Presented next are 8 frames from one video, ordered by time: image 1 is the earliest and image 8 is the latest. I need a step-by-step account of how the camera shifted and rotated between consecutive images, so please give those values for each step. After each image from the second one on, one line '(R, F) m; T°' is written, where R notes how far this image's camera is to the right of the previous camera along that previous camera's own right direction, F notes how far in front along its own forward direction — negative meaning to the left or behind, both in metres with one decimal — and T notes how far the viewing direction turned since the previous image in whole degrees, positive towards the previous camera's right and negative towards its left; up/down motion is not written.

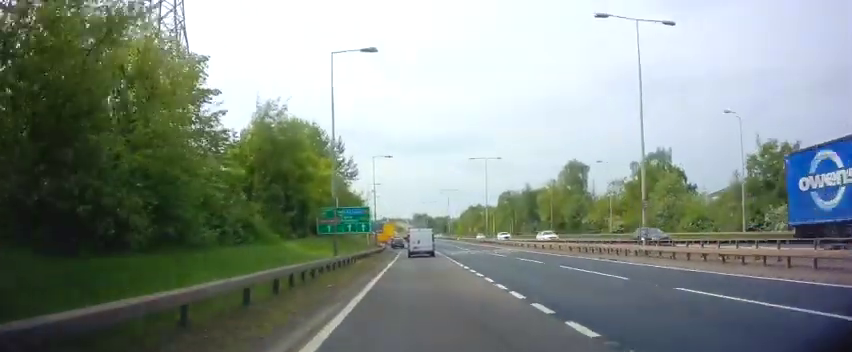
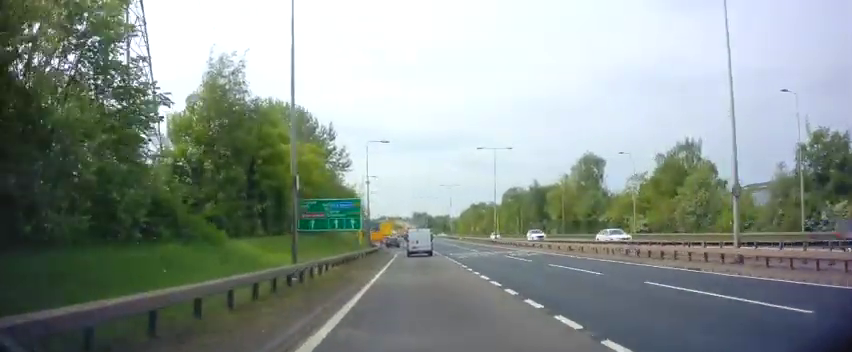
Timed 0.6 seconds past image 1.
(0.0, +7.7) m; 0°
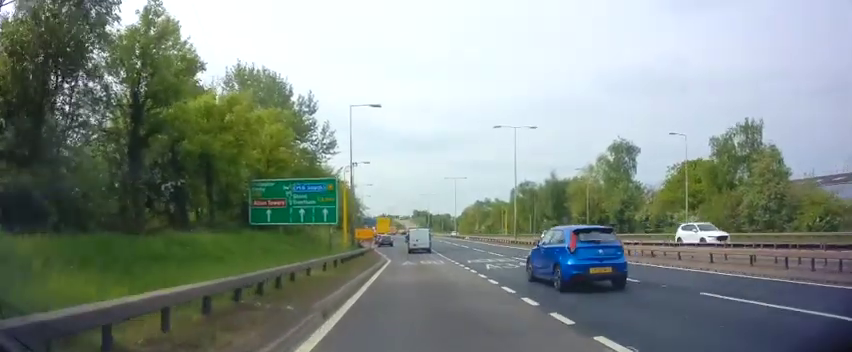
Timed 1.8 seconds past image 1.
(+0.1, +12.5) m; +1°
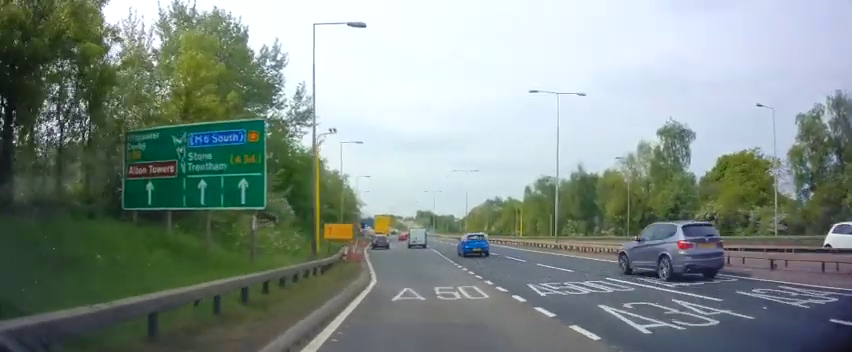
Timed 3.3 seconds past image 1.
(+0.1, +13.5) m; 0°
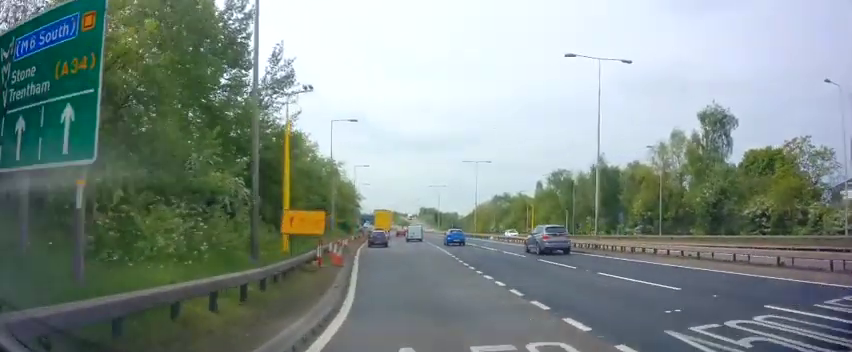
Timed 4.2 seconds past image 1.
(-0.1, +6.6) m; -2°
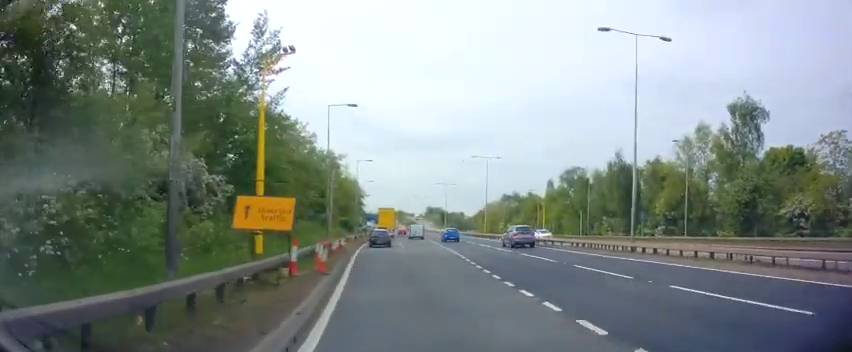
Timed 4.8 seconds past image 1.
(-0.1, +3.8) m; -1°
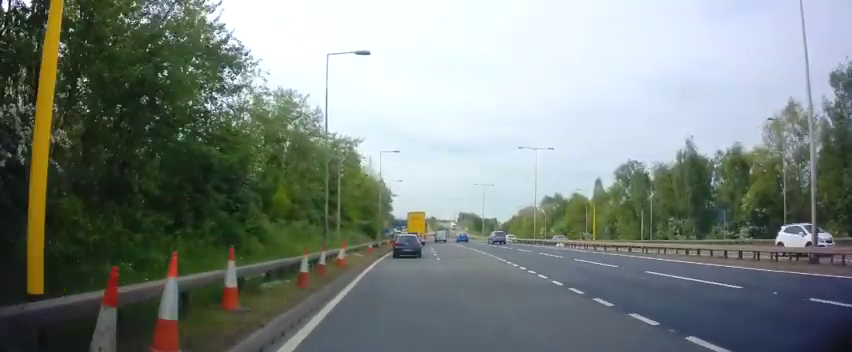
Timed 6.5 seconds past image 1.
(-0.3, +11.4) m; -5°
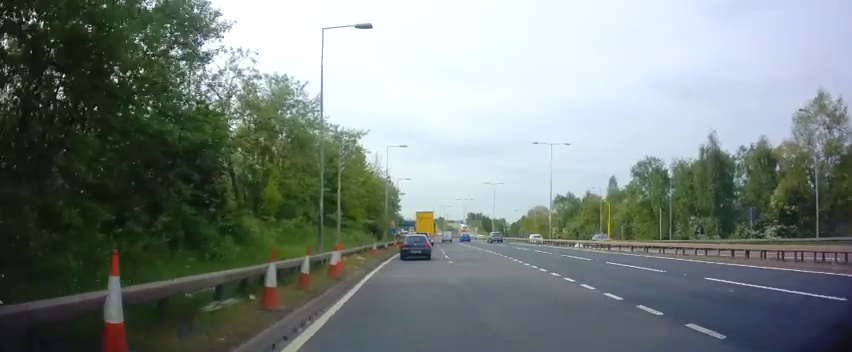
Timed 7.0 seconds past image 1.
(-0.2, +3.4) m; -1°
